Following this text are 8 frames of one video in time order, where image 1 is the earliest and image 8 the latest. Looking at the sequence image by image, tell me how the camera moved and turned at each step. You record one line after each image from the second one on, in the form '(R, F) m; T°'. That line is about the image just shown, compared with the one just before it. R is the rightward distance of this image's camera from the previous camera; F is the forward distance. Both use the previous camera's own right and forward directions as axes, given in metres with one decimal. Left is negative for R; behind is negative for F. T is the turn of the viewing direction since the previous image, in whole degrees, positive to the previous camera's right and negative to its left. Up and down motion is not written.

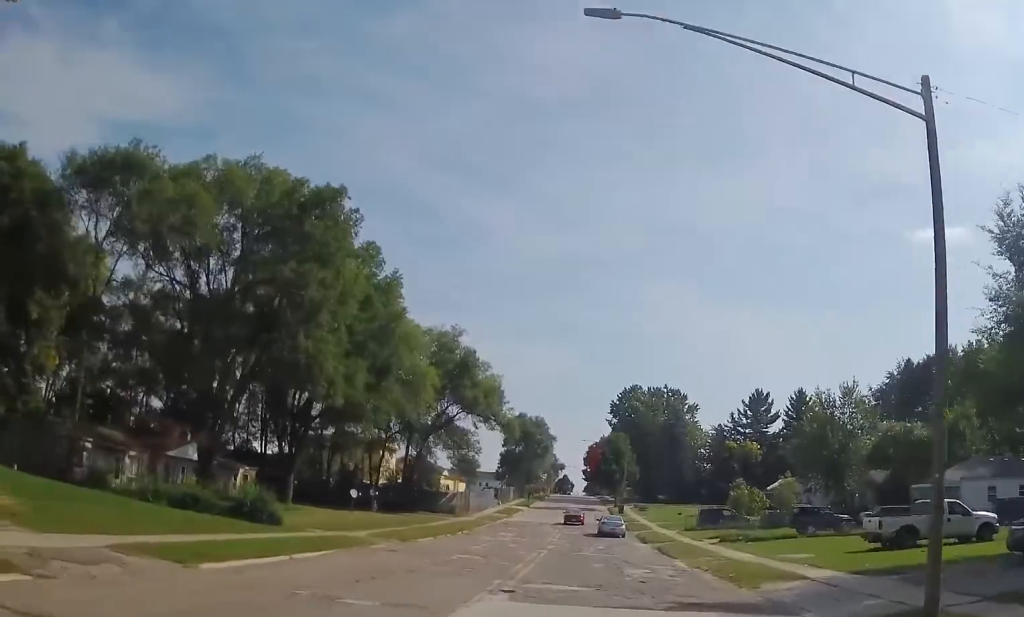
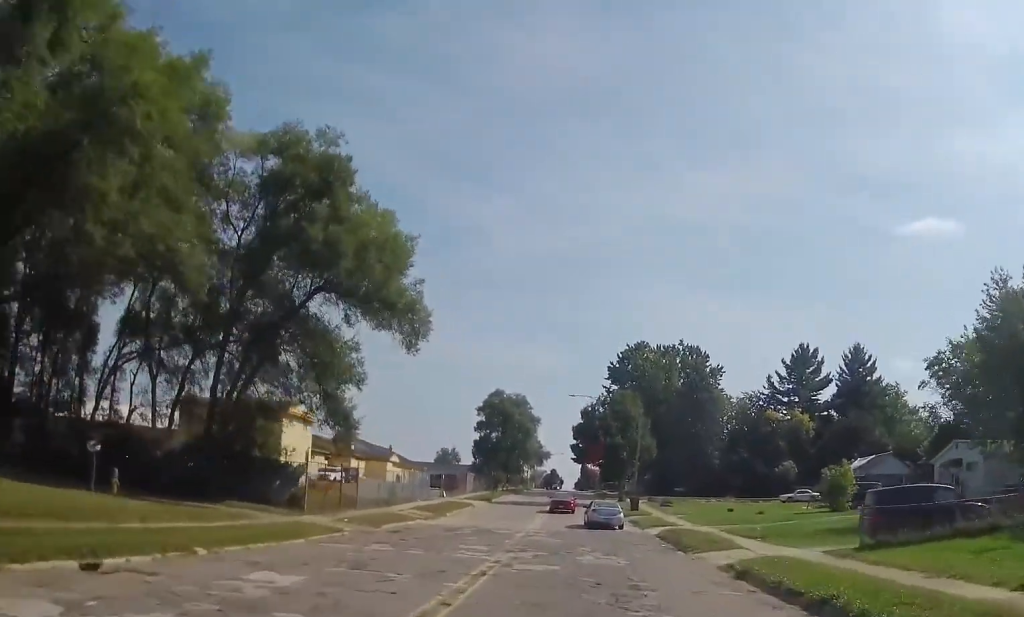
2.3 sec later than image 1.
(+0.3, +33.7) m; +3°
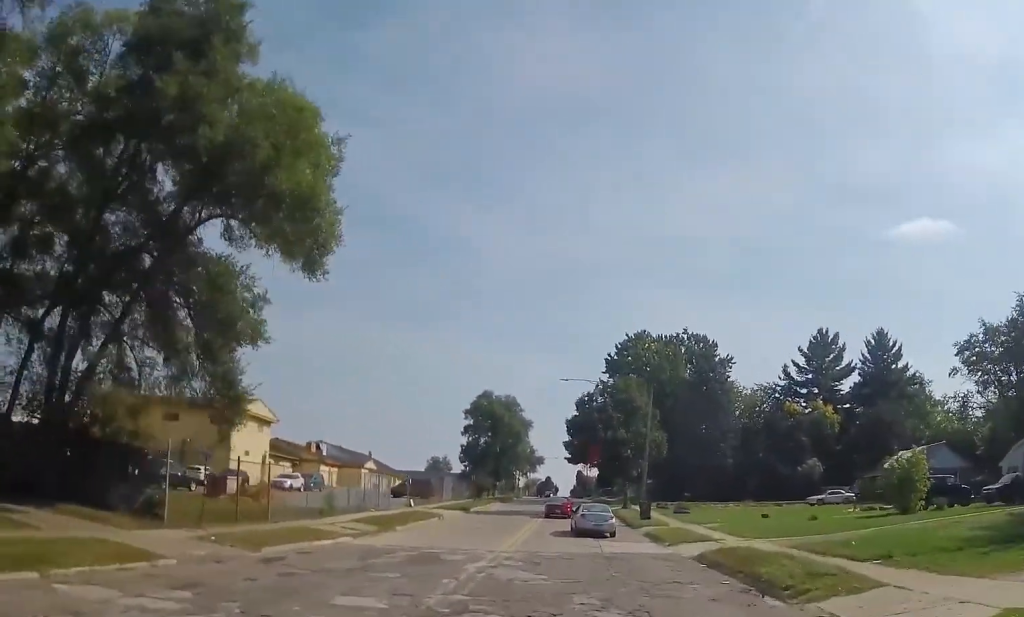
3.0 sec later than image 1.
(+0.3, +11.0) m; +1°
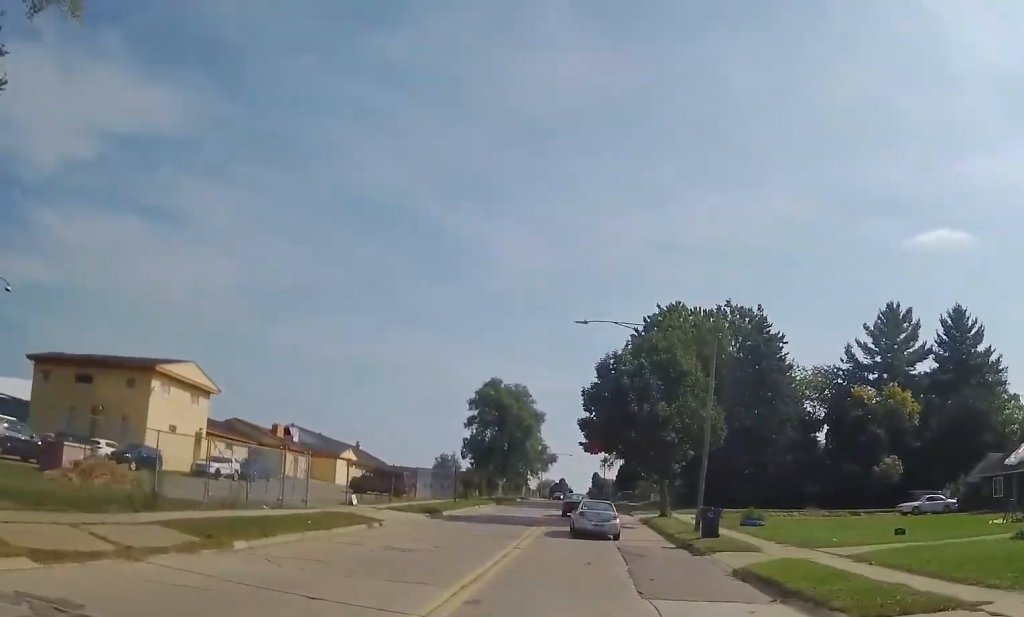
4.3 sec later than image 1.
(-0.2, +16.9) m; -3°
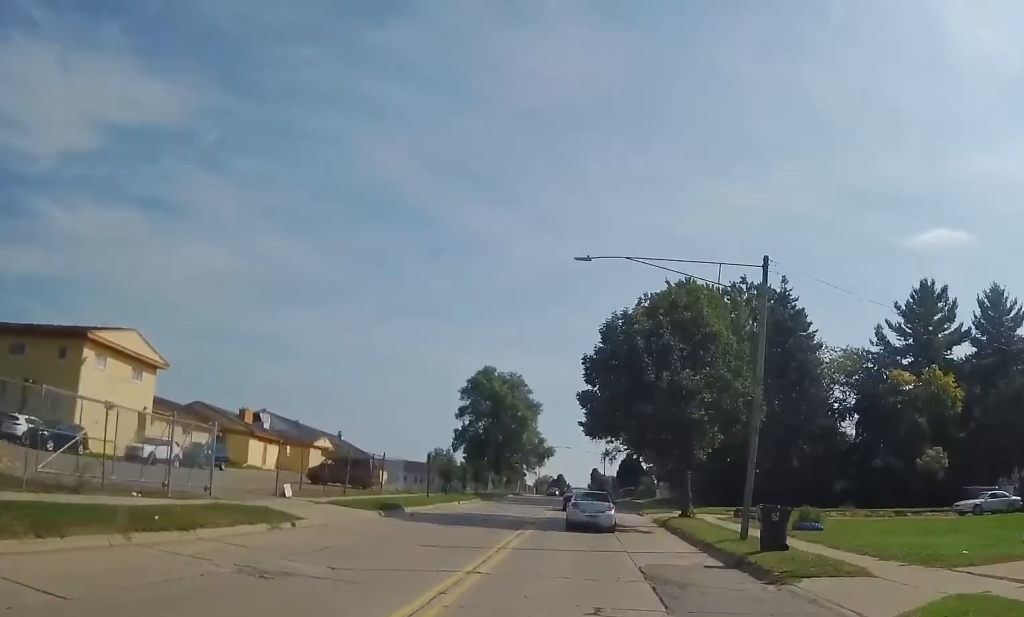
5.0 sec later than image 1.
(-0.2, +8.7) m; -2°
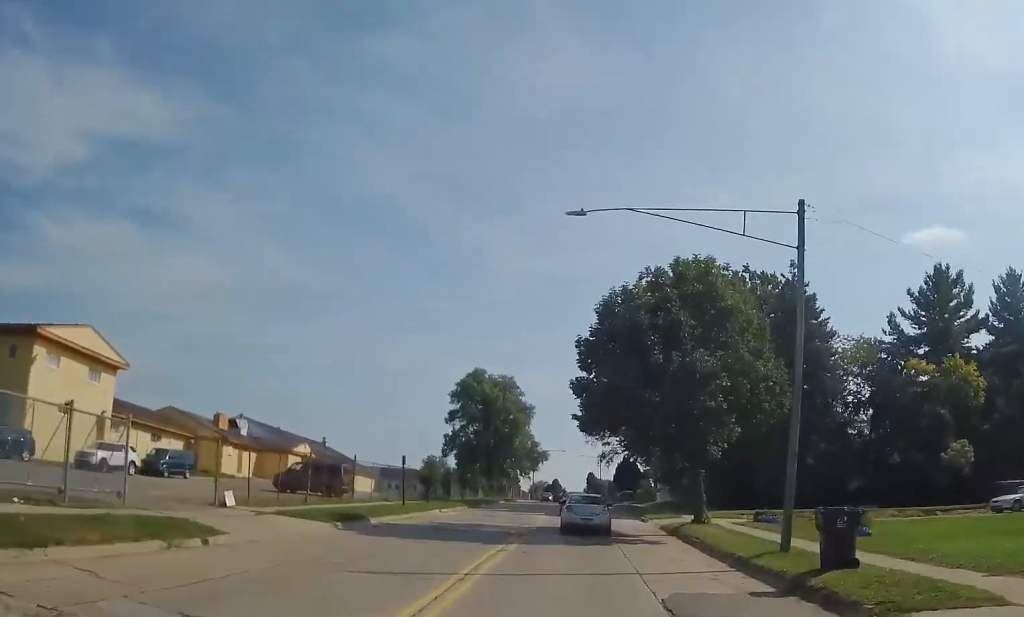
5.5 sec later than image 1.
(0.0, +4.6) m; 0°
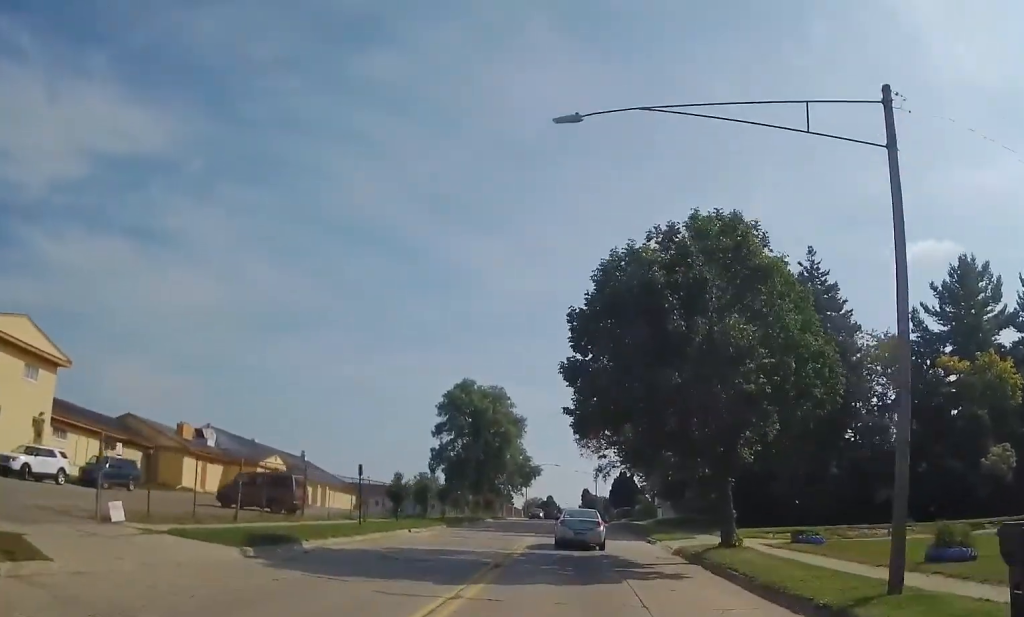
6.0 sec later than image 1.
(0.0, +6.4) m; 0°
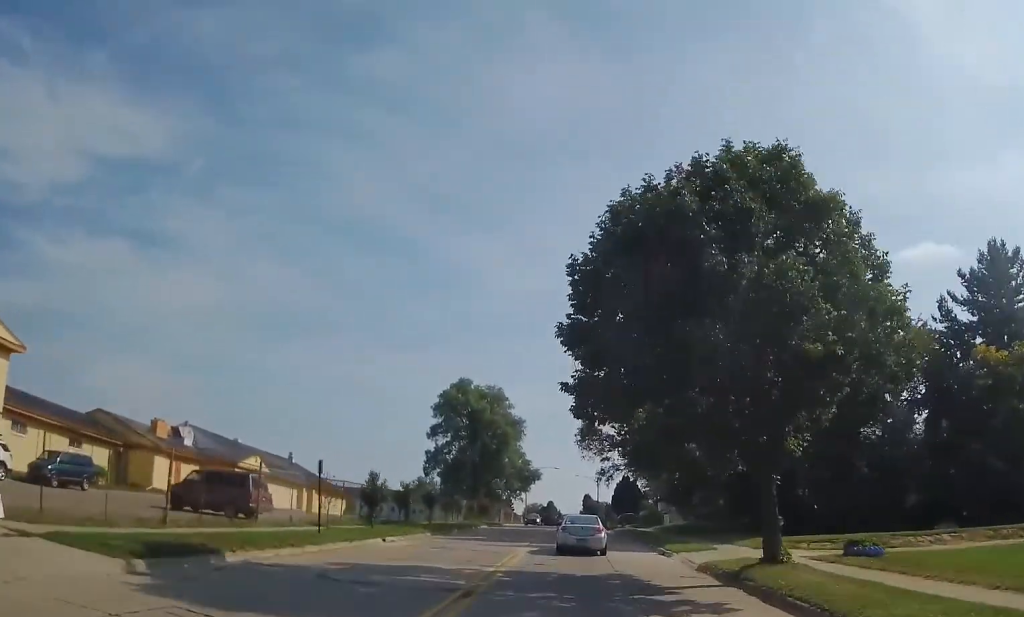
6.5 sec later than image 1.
(0.0, +4.8) m; 0°
